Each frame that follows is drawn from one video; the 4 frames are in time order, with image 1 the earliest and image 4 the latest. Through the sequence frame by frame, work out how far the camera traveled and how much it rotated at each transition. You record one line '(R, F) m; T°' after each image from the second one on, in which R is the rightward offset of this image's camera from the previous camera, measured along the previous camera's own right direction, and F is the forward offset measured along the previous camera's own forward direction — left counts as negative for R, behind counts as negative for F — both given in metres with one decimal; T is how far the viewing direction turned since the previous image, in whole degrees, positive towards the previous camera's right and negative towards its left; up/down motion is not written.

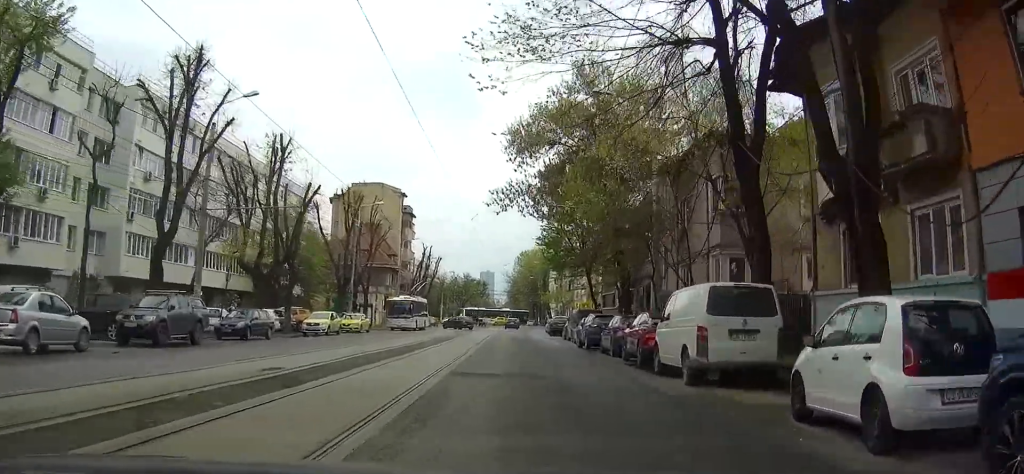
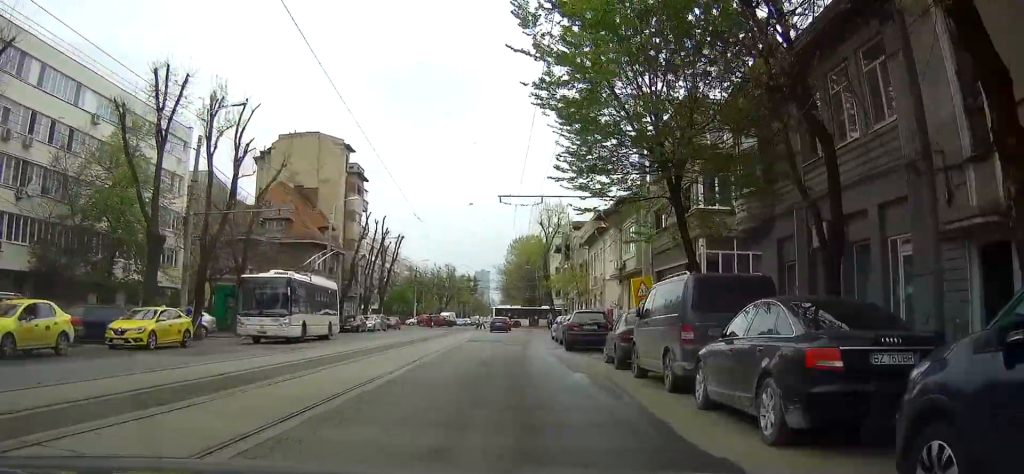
(+0.3, +30.1) m; 0°
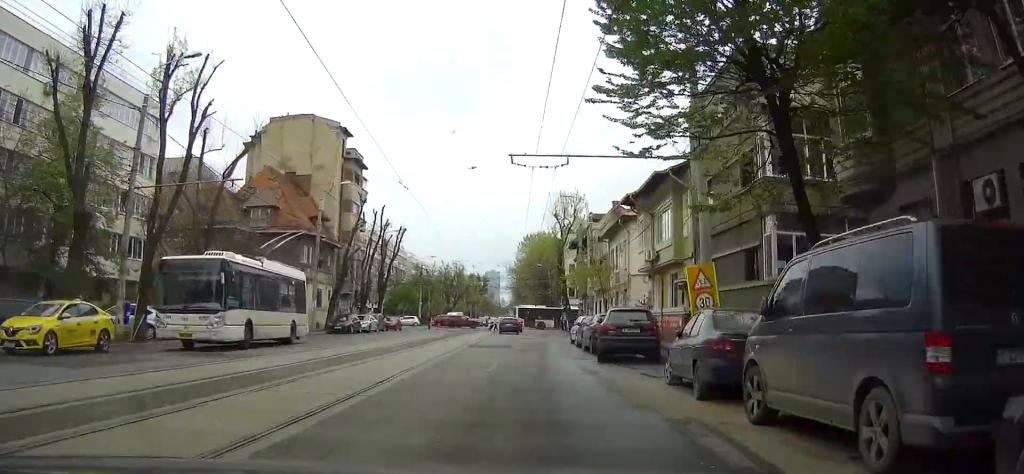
(-0.1, +6.8) m; -1°
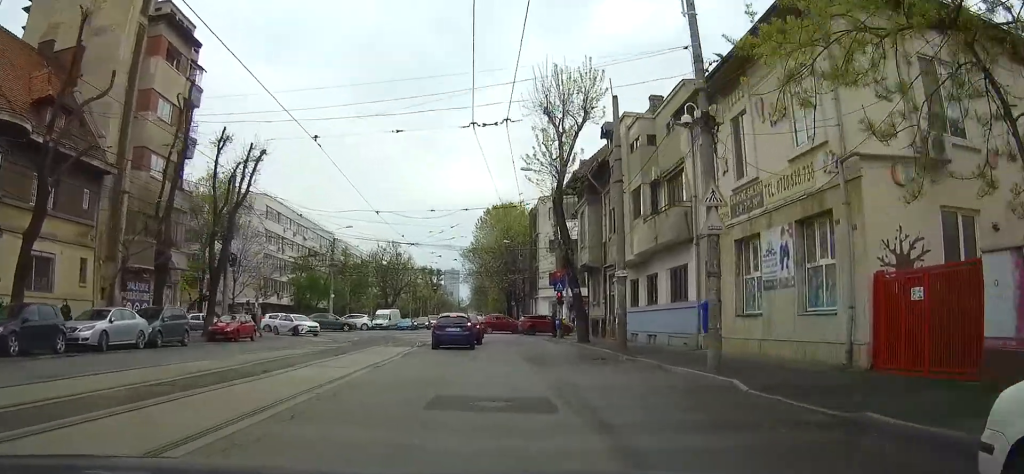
(+0.3, +35.9) m; +2°
